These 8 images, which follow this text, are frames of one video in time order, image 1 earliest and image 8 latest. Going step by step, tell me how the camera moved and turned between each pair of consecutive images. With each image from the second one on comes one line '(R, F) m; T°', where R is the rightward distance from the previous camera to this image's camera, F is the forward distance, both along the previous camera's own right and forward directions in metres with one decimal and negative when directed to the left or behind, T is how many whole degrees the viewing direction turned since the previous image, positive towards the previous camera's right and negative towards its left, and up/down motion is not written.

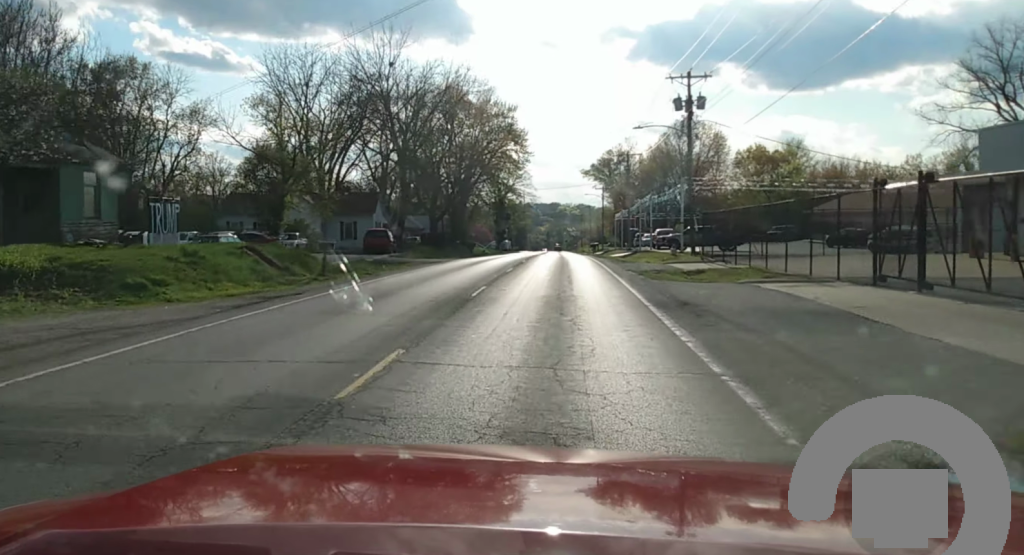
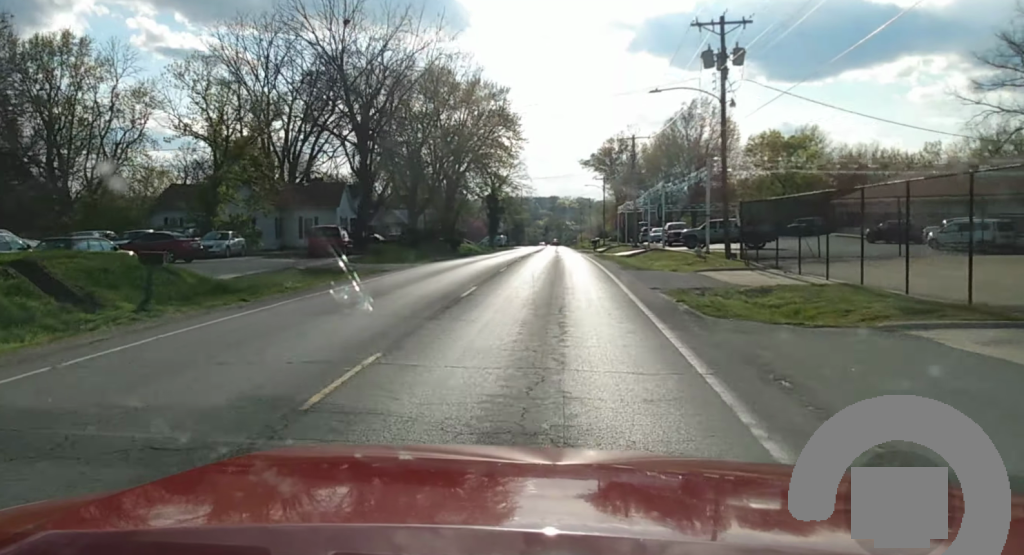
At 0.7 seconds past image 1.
(0.0, +12.6) m; 0°
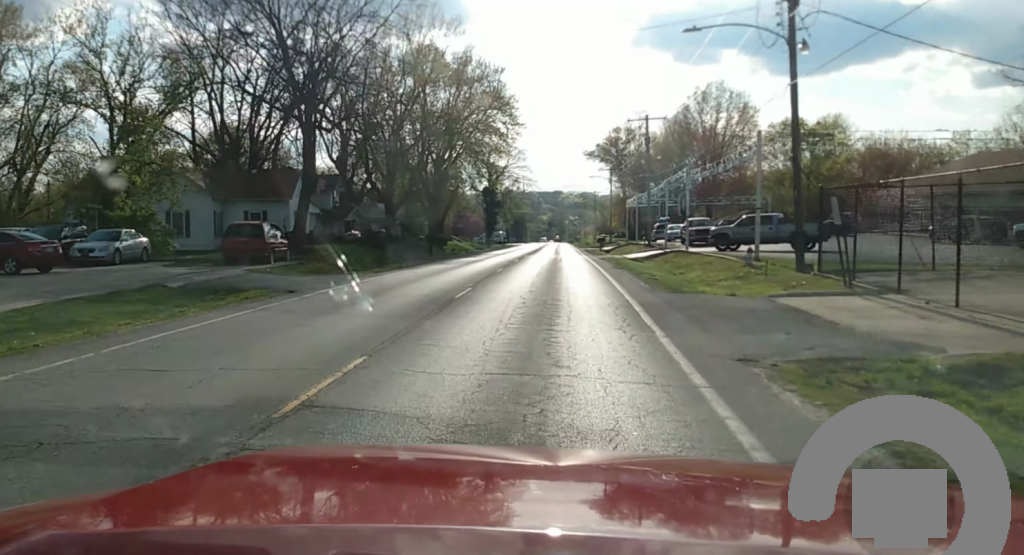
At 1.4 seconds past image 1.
(0.0, +12.6) m; 0°
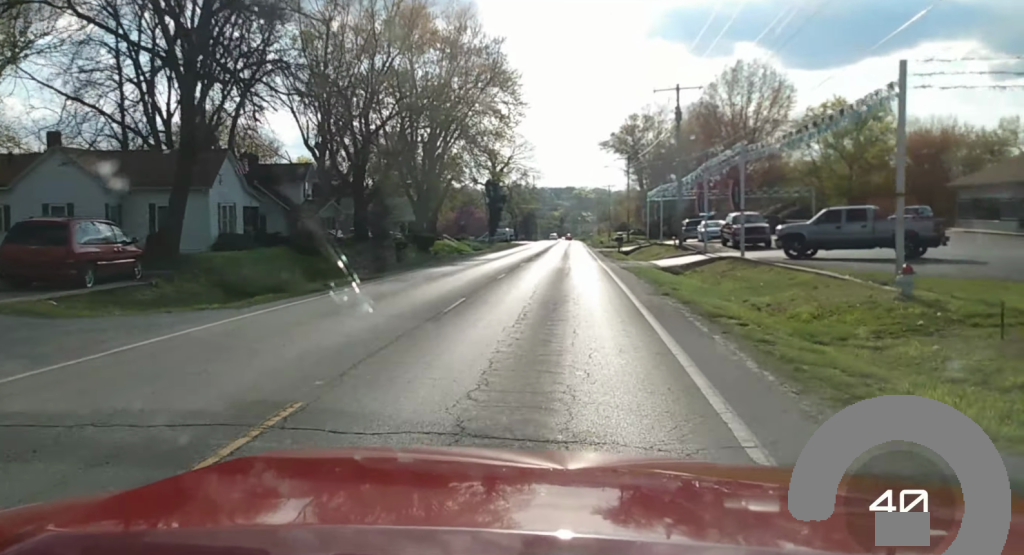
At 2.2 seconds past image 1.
(0.0, +15.0) m; 0°
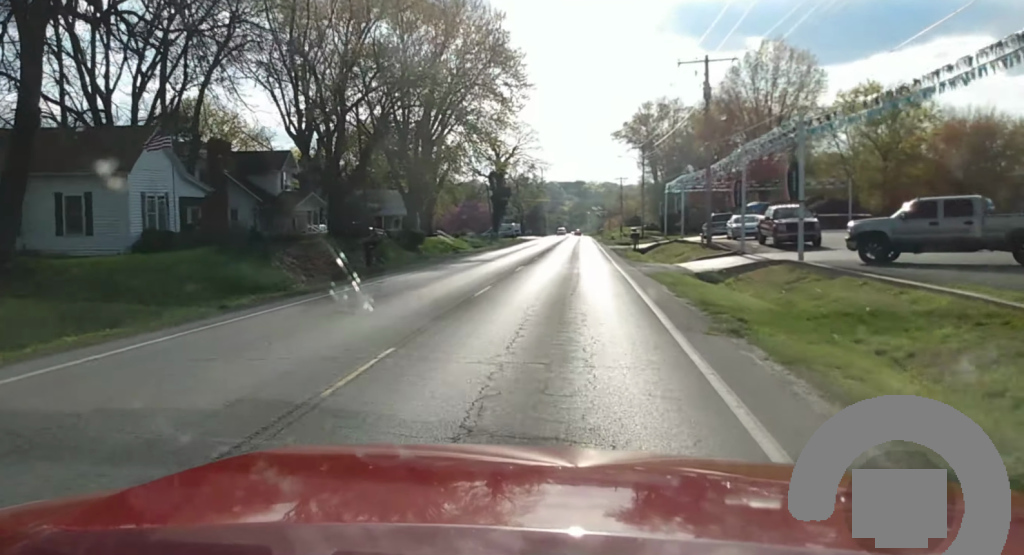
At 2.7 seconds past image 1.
(+0.1, +8.8) m; 0°
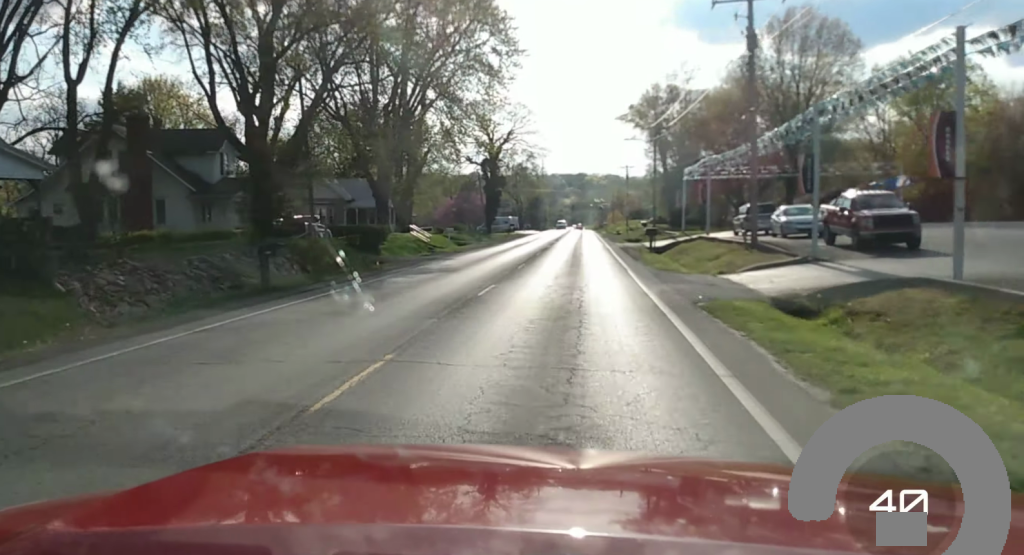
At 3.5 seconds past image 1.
(-0.2, +13.1) m; -1°
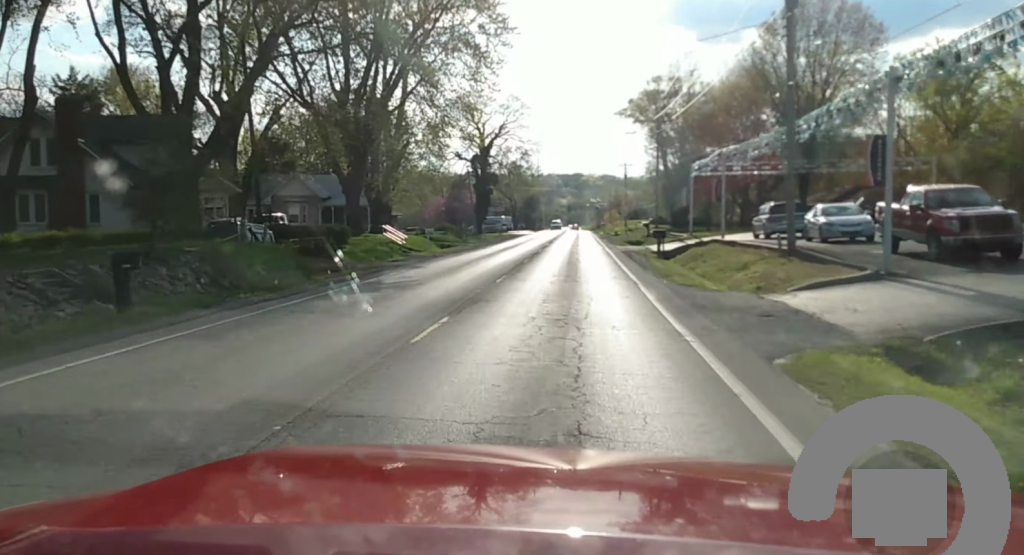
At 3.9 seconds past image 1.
(0.0, +7.5) m; 0°
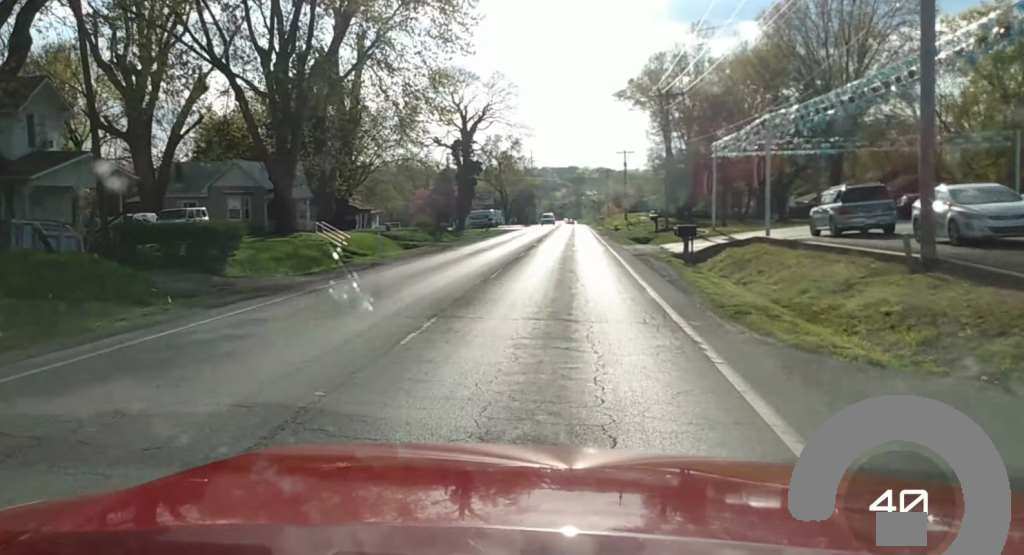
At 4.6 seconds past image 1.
(0.0, +13.0) m; 0°
